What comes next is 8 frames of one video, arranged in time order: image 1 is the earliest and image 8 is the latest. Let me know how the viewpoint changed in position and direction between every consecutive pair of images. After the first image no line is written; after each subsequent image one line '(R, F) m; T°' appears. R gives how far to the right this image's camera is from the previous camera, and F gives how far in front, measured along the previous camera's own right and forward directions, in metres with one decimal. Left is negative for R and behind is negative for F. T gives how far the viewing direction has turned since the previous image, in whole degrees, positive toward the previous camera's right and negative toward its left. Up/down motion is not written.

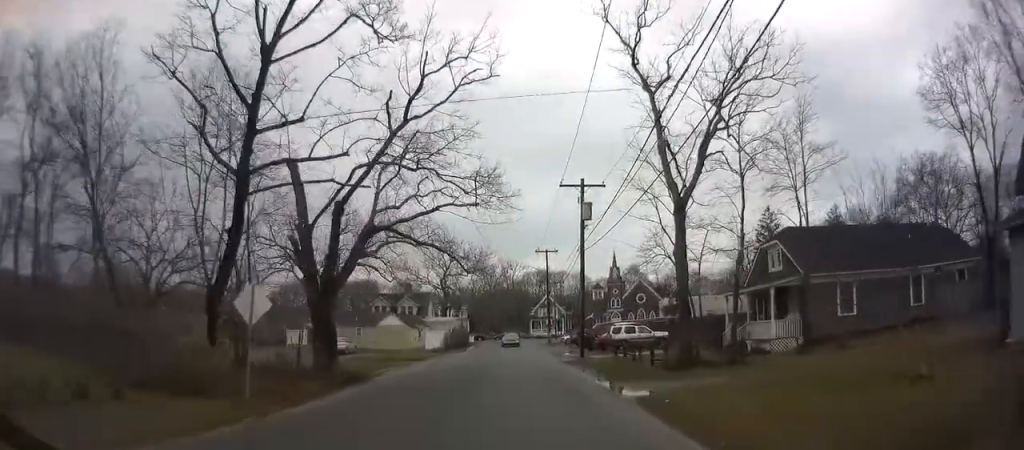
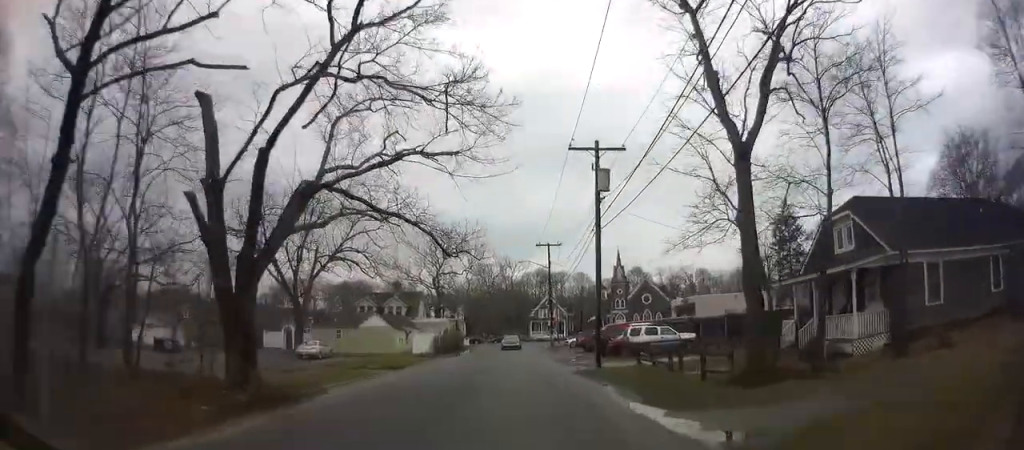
(+0.1, +7.2) m; +1°
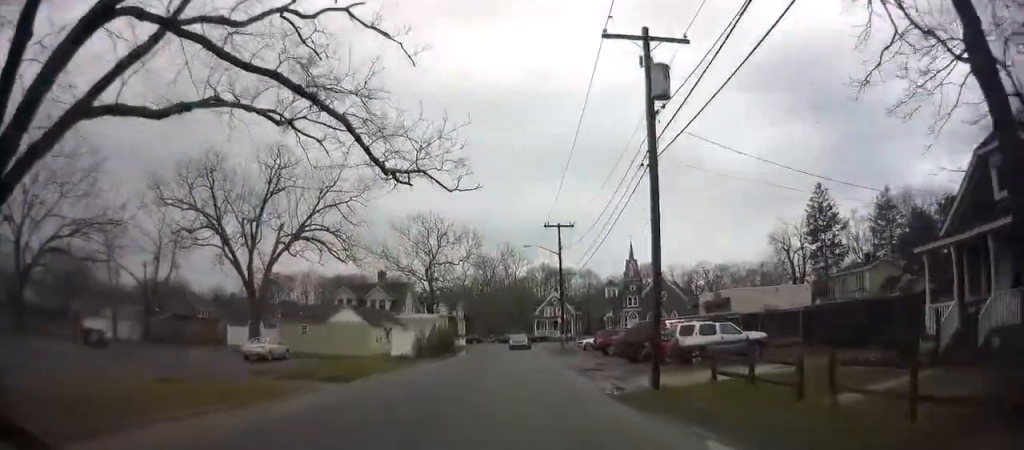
(+0.2, +10.3) m; -2°
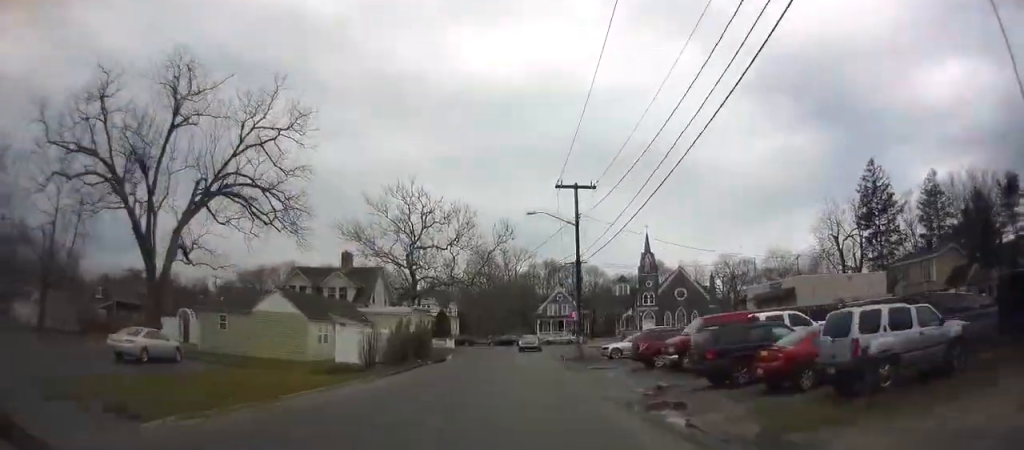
(-0.9, +13.9) m; -1°
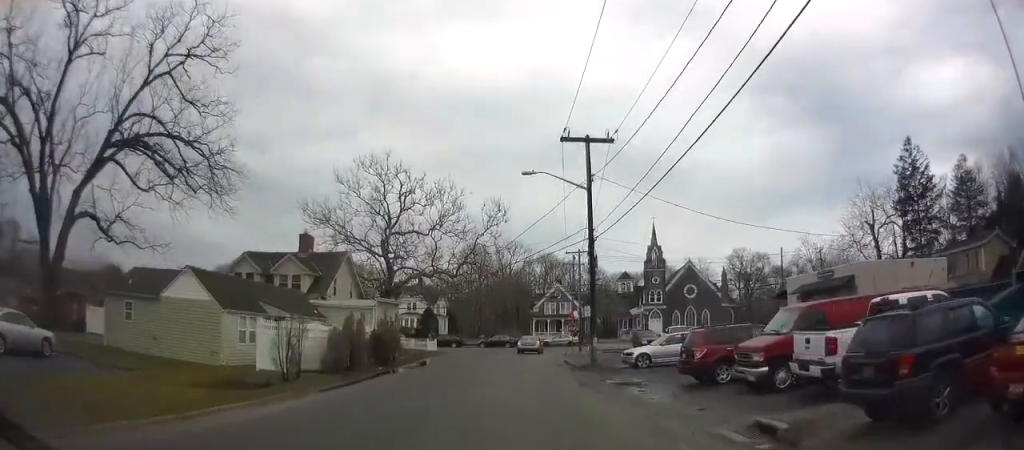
(+0.9, +9.4) m; +2°
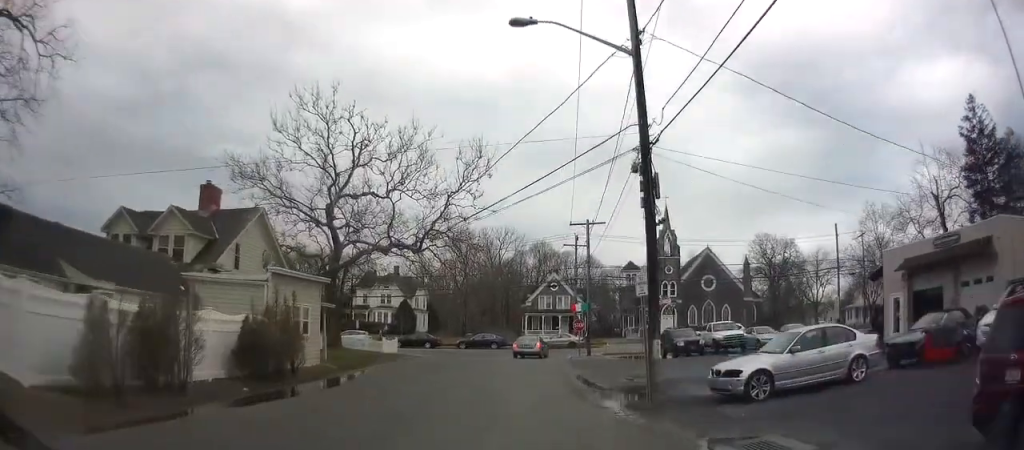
(-0.8, +14.6) m; -7°
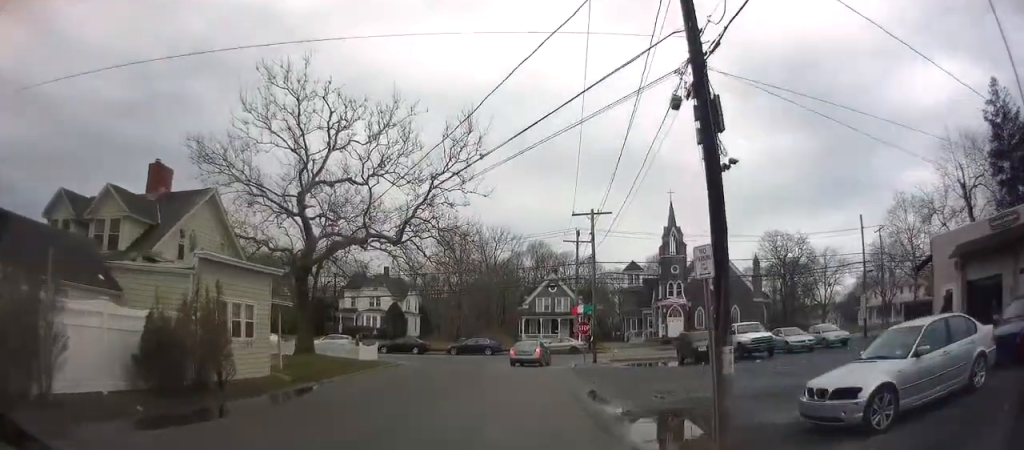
(-0.3, +5.2) m; 0°
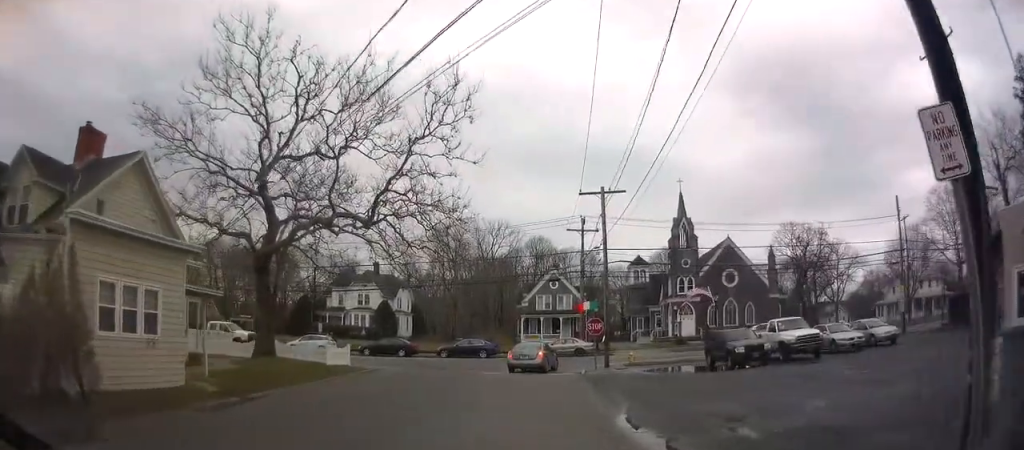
(+0.2, +6.0) m; +3°
